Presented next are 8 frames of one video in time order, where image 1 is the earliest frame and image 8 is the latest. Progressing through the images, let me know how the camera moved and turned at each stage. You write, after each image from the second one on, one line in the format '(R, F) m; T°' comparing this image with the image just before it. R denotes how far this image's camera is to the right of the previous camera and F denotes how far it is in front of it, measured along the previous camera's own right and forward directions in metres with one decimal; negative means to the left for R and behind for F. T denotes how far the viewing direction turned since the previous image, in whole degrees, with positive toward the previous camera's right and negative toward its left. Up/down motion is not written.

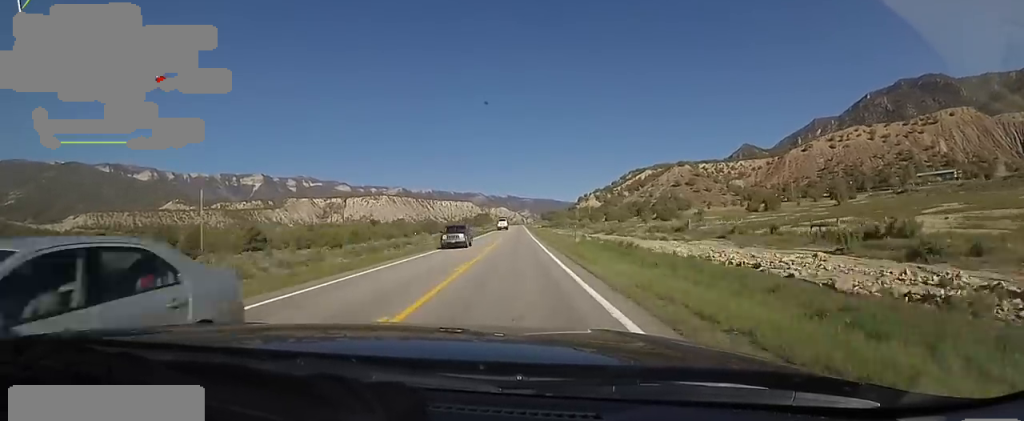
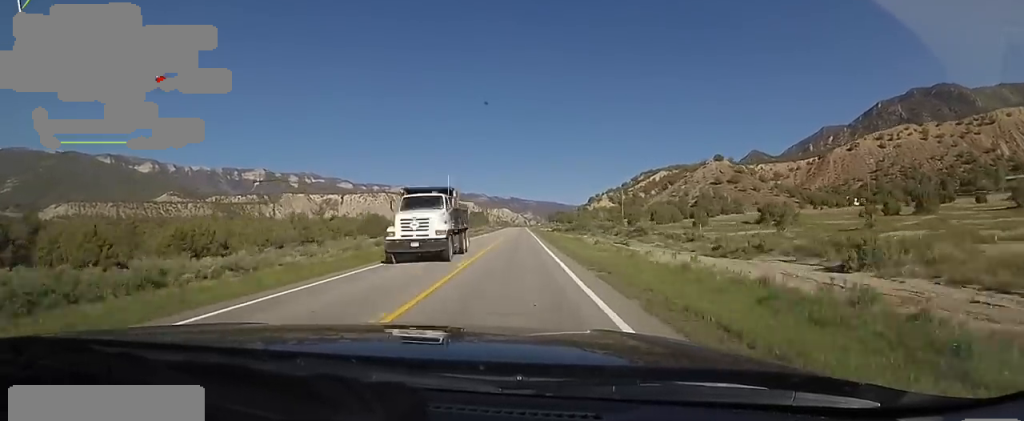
(+0.4, +46.2) m; -1°
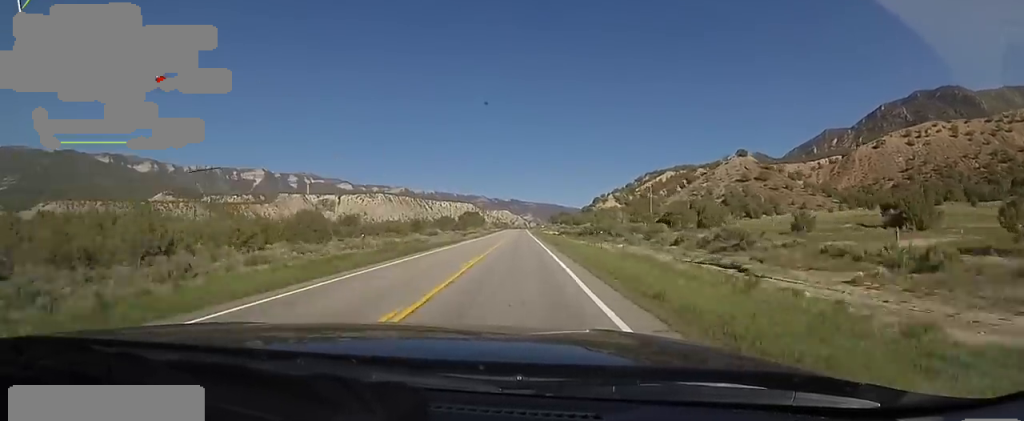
(-0.3, +24.0) m; -1°
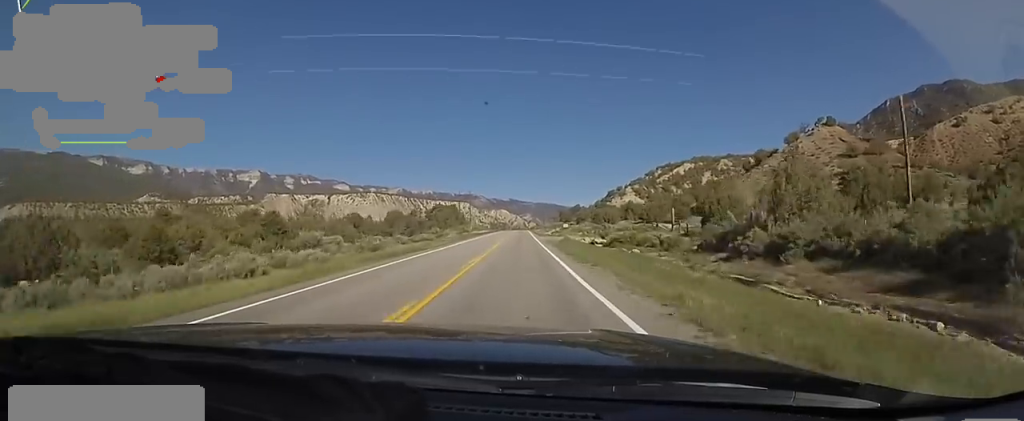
(+0.2, +60.1) m; +2°
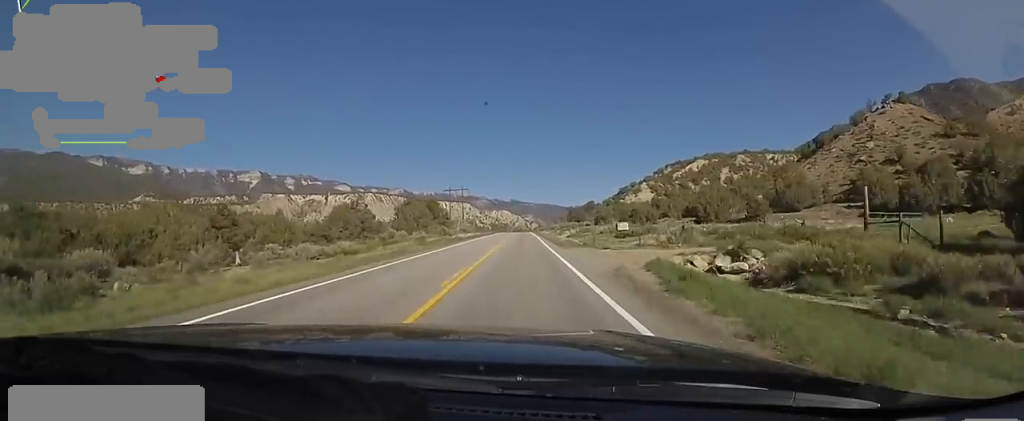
(+0.8, +30.1) m; 0°
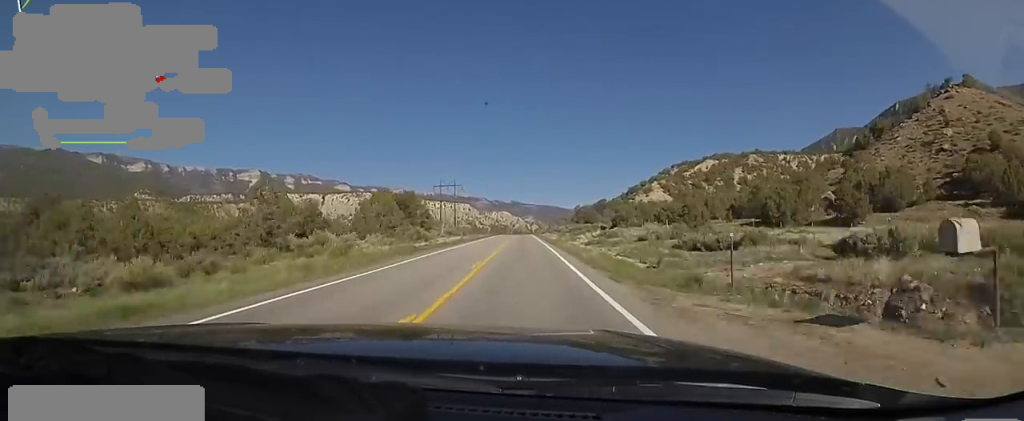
(-0.5, +20.1) m; -2°
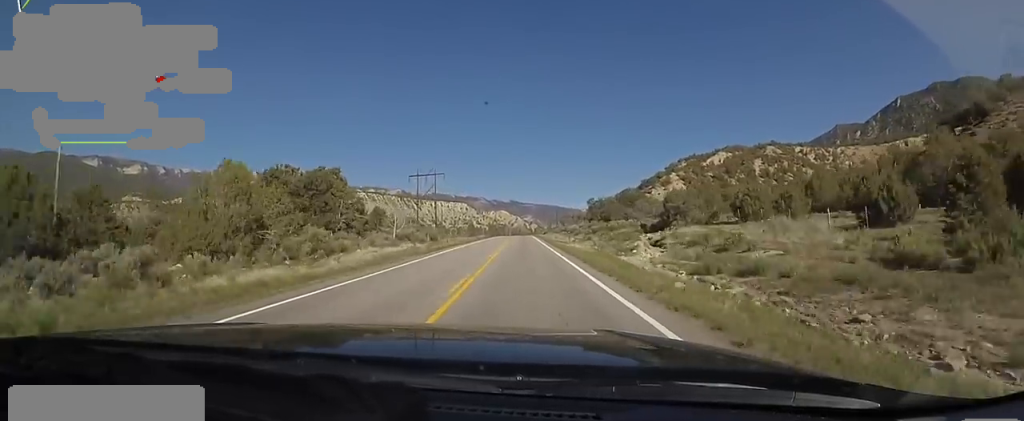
(-0.5, +30.4) m; +3°
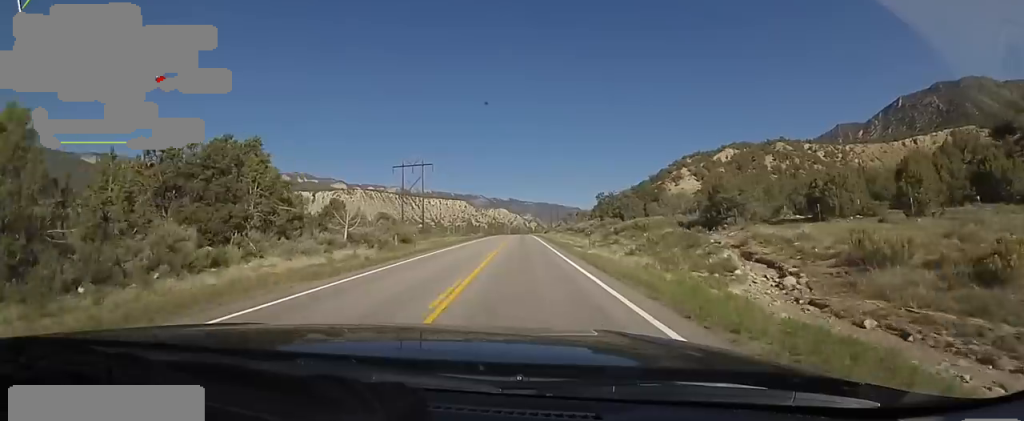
(+0.8, +14.1) m; 0°
